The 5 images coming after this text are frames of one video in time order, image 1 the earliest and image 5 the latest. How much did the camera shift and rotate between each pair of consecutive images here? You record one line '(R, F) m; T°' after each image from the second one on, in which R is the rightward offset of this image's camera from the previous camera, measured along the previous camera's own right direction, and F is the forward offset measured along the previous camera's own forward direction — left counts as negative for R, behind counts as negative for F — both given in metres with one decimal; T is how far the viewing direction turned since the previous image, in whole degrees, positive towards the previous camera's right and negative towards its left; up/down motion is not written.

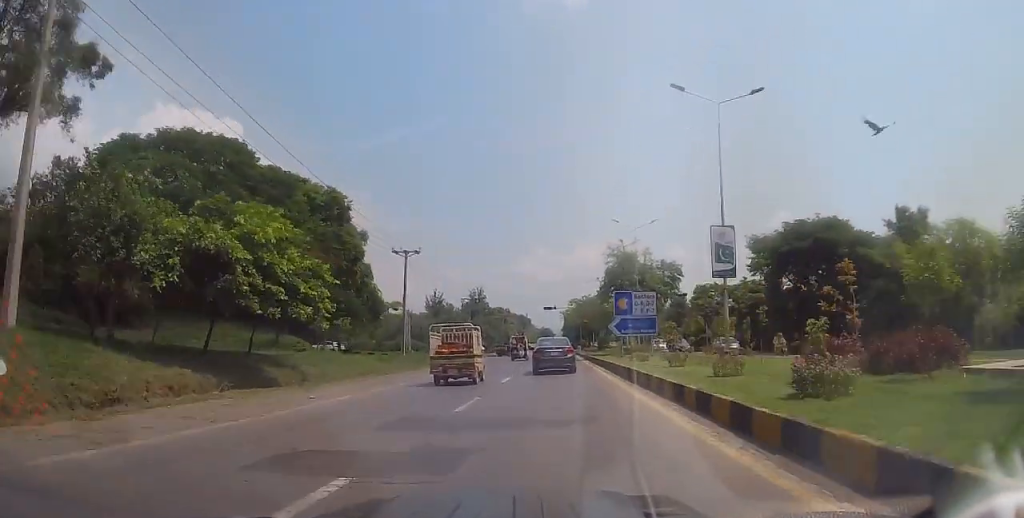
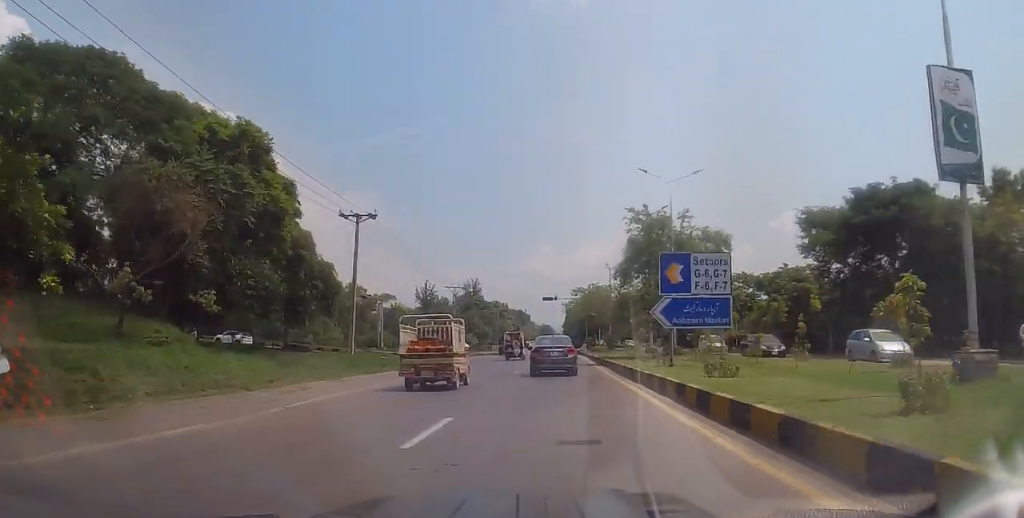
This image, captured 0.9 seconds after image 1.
(0.0, +12.8) m; 0°
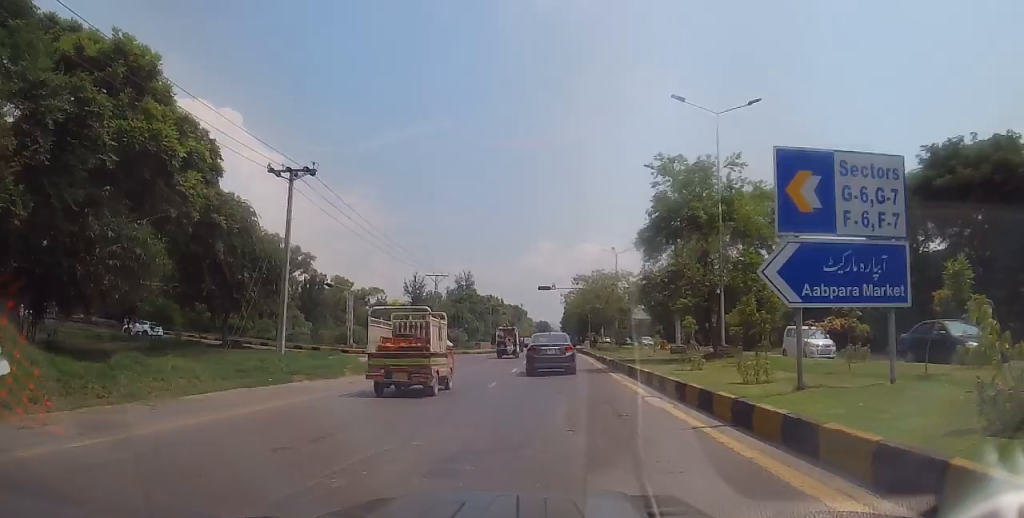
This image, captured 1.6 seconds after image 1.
(-0.1, +9.6) m; 0°
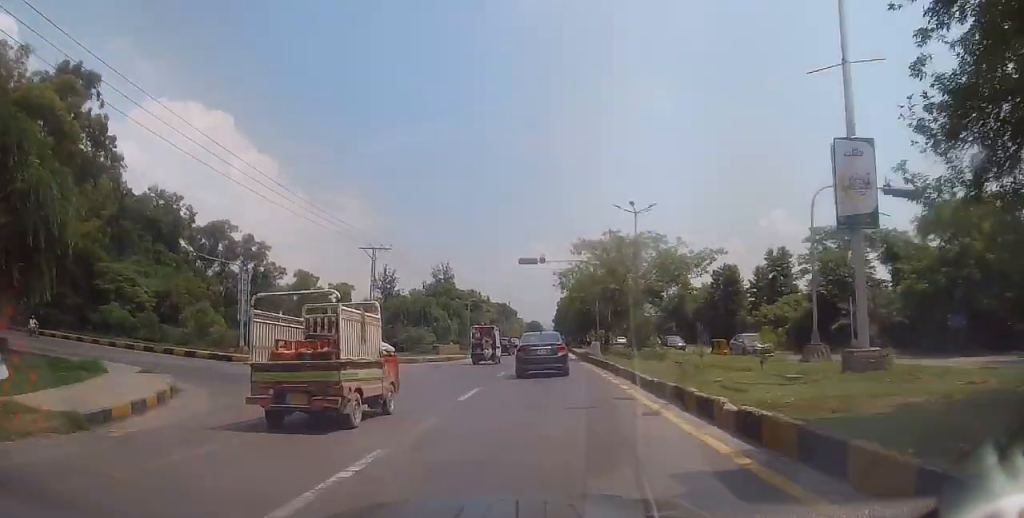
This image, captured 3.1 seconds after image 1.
(+0.5, +20.1) m; +2°
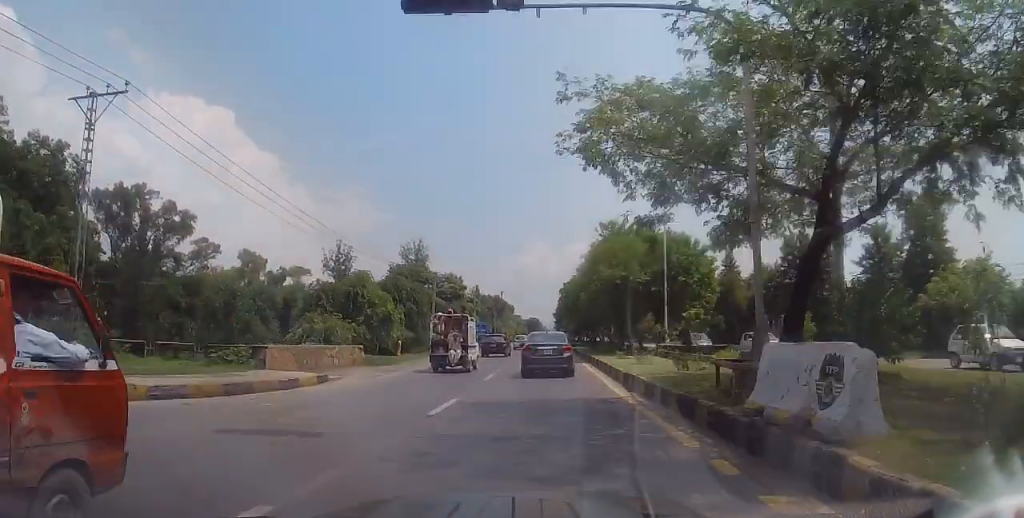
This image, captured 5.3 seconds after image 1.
(-0.4, +29.4) m; -3°
